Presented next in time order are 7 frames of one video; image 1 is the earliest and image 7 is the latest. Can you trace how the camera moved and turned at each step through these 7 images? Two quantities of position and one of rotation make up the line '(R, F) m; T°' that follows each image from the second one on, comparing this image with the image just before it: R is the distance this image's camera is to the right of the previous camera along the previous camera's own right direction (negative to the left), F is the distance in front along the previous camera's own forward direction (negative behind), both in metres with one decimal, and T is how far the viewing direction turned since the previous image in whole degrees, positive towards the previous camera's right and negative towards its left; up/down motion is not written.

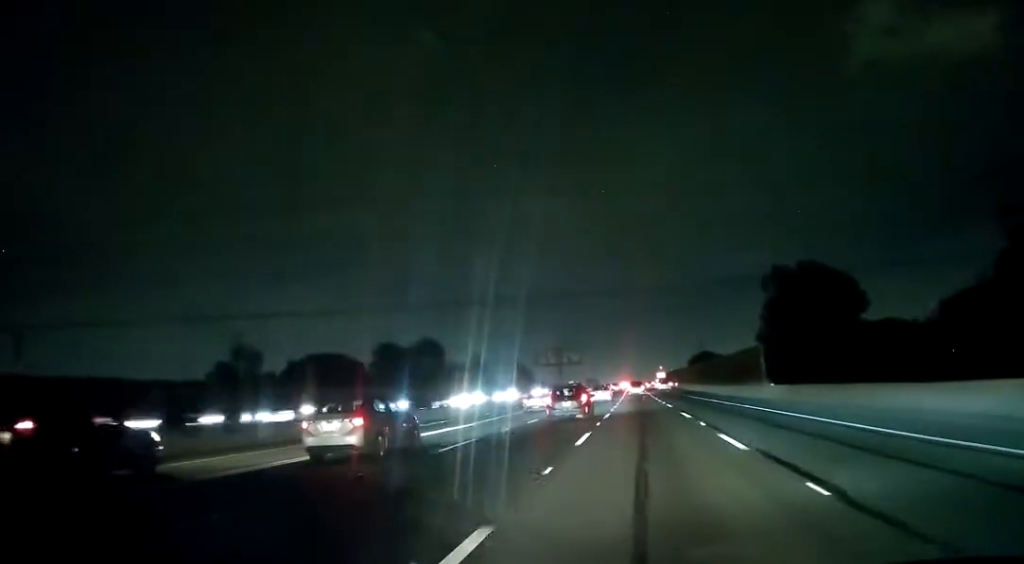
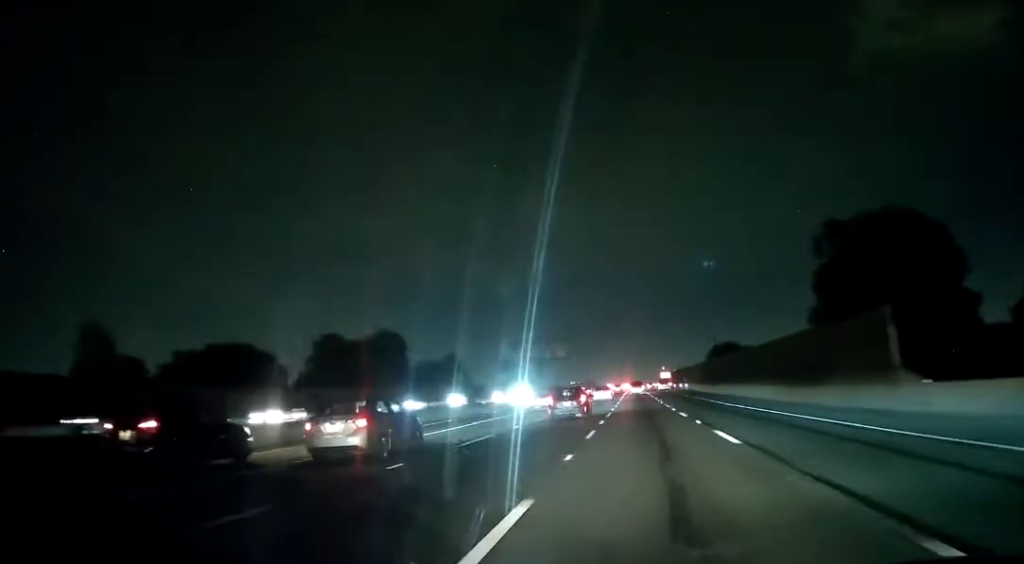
(-0.1, +27.4) m; 0°
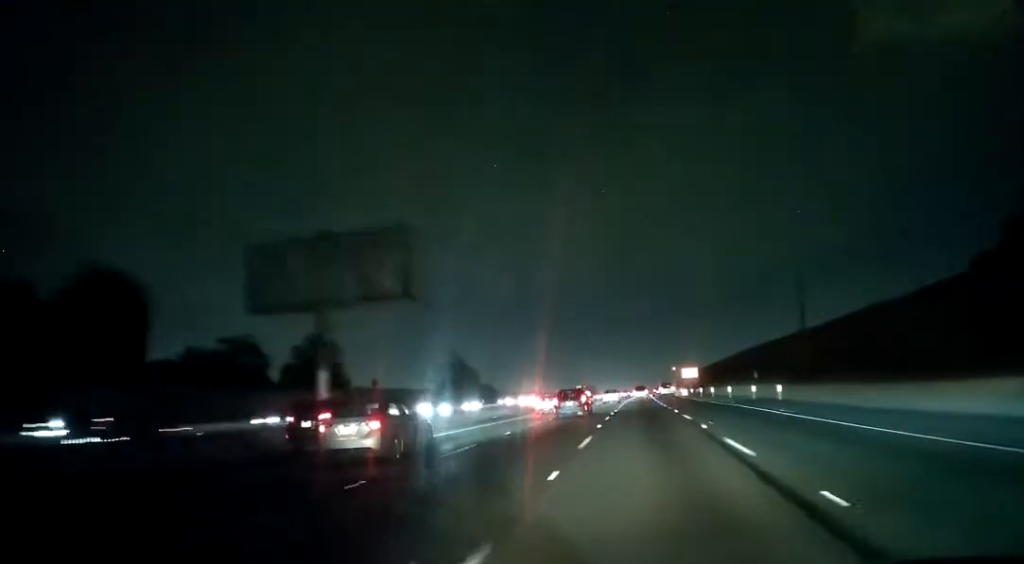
(0.0, +74.3) m; 0°
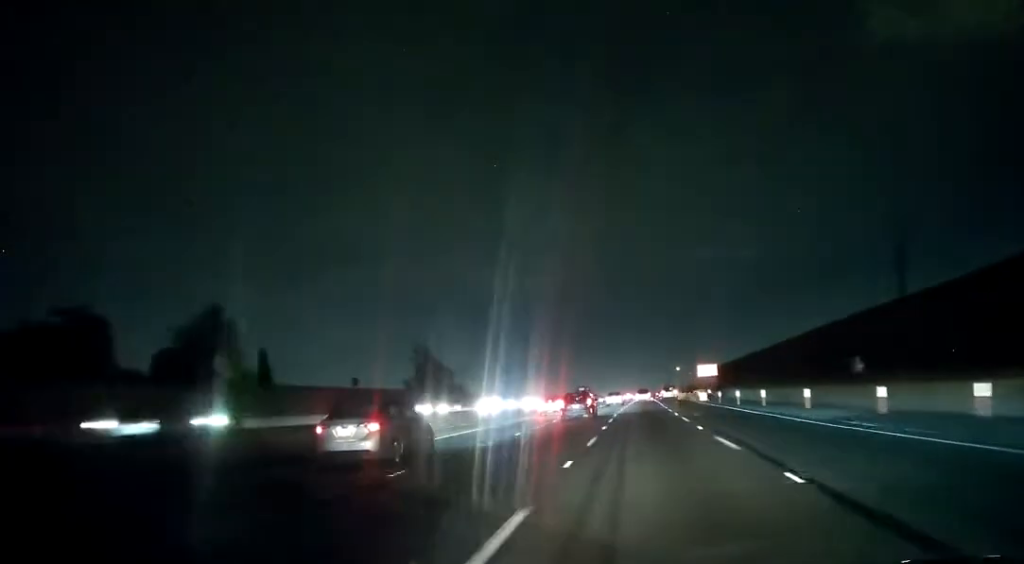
(0.0, +26.8) m; 0°
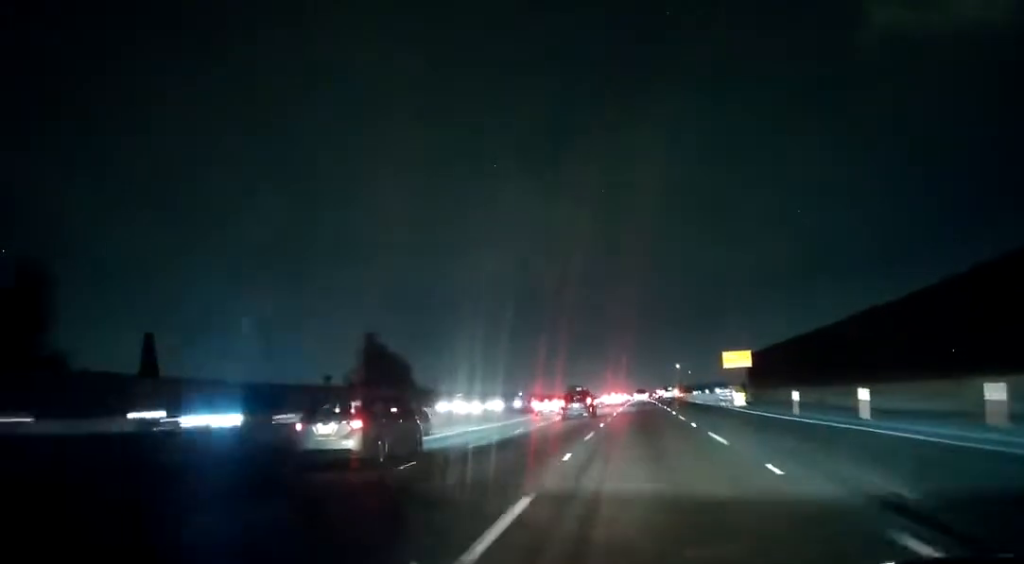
(+0.2, +27.7) m; 0°
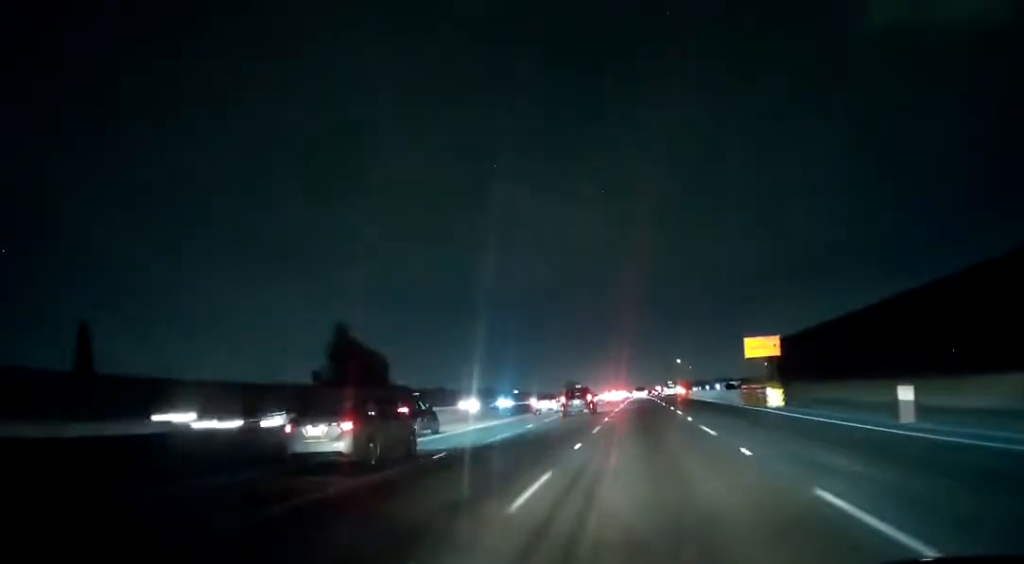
(+0.1, +11.5) m; 0°
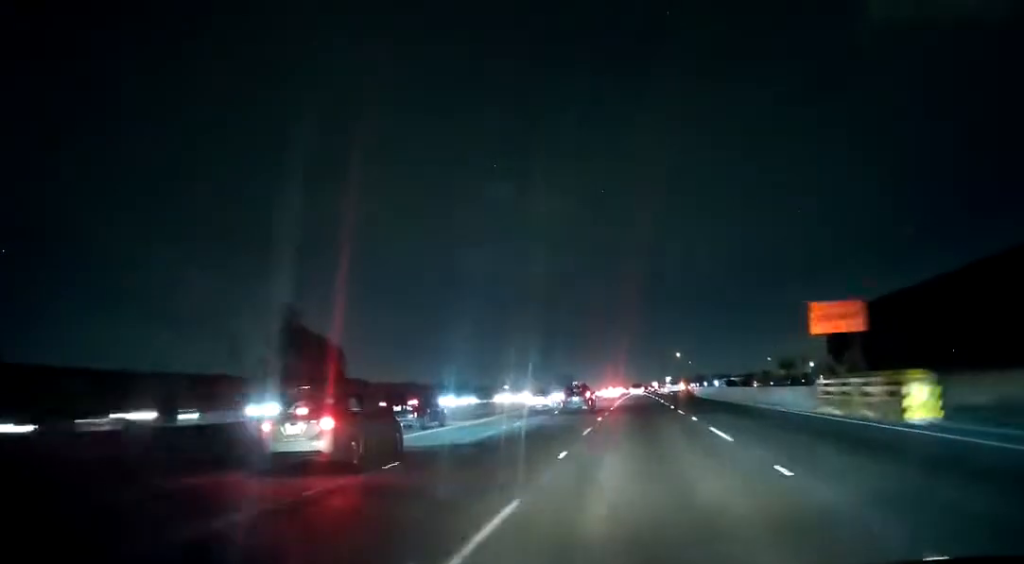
(-0.2, +18.1) m; 0°
